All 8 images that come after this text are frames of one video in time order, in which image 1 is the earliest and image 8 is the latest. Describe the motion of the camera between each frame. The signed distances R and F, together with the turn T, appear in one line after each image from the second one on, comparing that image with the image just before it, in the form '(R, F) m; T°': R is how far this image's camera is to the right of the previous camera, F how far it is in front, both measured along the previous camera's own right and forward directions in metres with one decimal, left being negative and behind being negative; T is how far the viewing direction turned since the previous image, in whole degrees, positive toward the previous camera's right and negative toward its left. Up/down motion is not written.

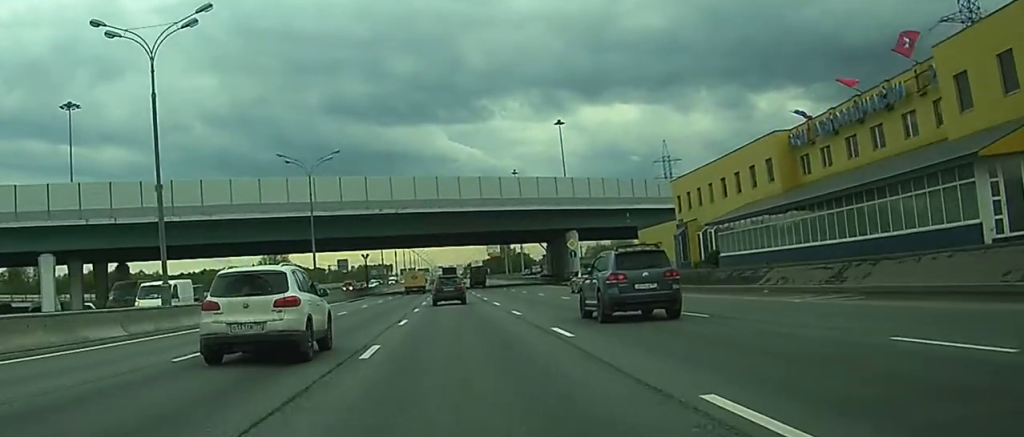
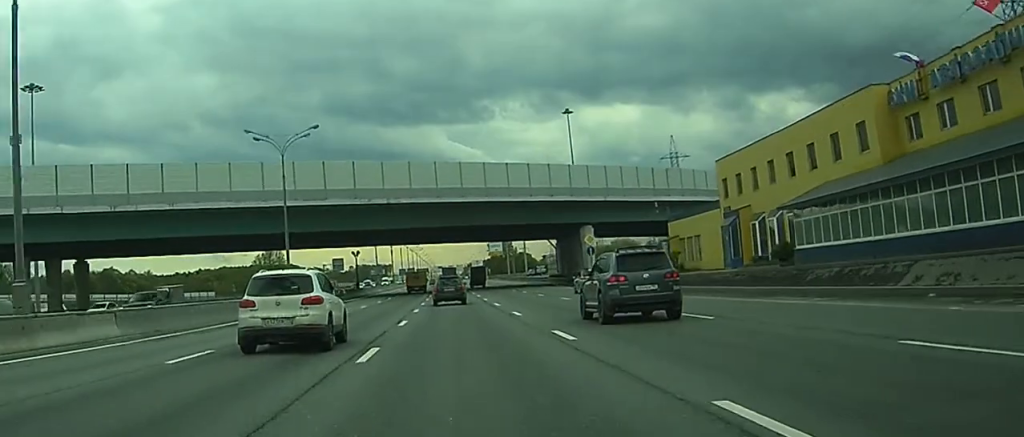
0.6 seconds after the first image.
(0.0, +12.7) m; 0°
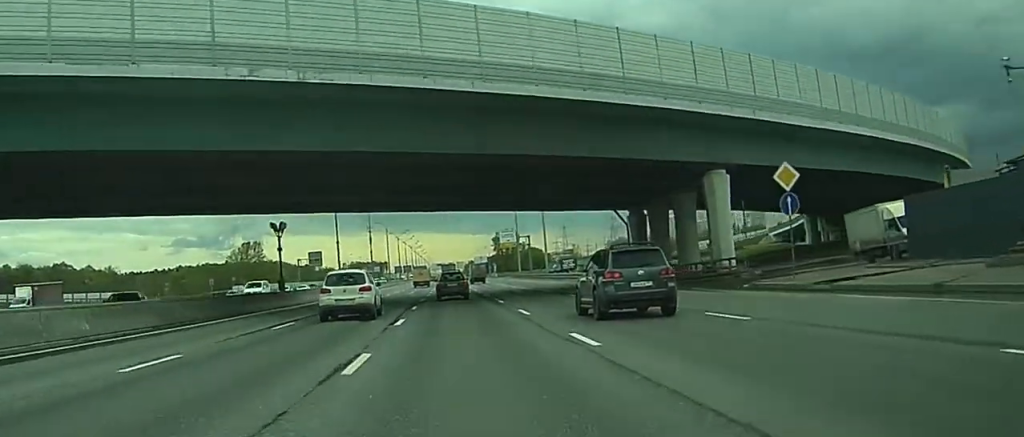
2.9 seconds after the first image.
(0.0, +51.8) m; 0°
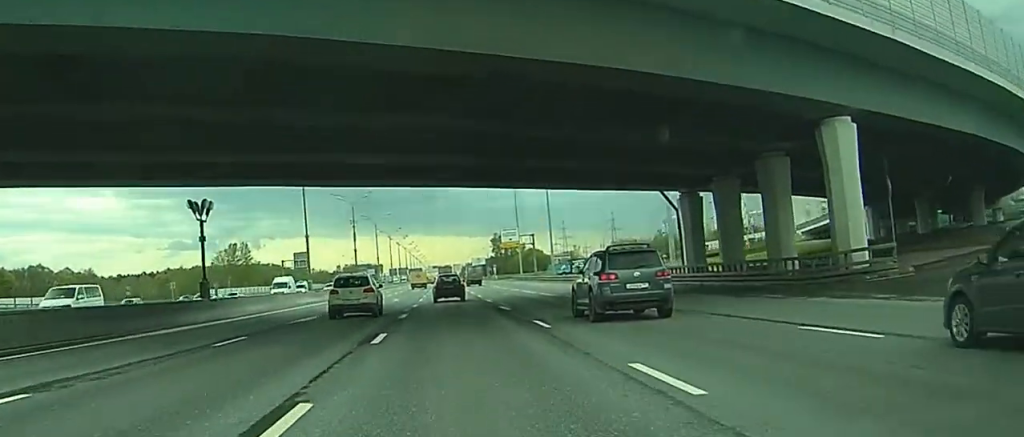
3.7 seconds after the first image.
(0.0, +18.4) m; -1°
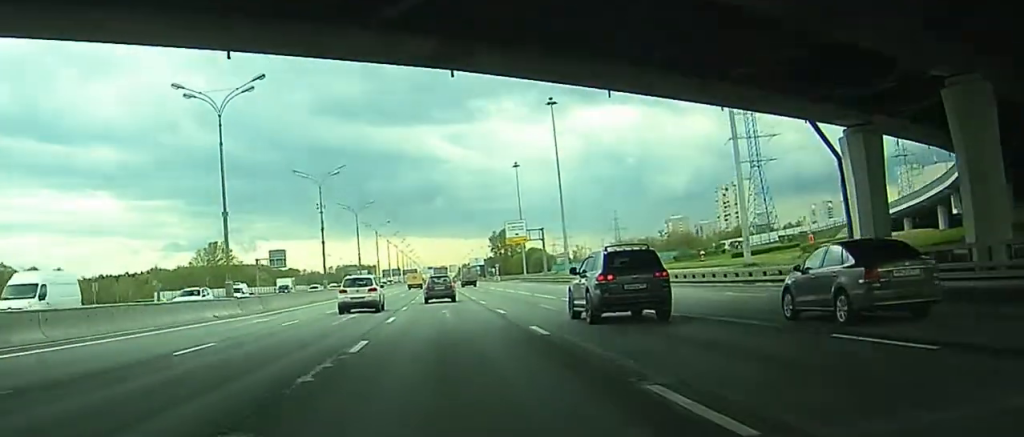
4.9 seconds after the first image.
(-0.1, +26.4) m; 0°
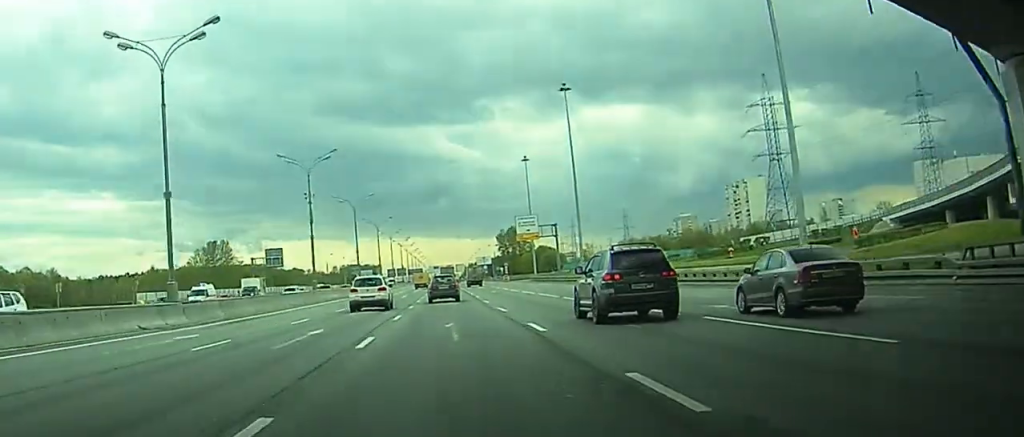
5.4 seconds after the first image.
(+0.2, +11.0) m; -1°
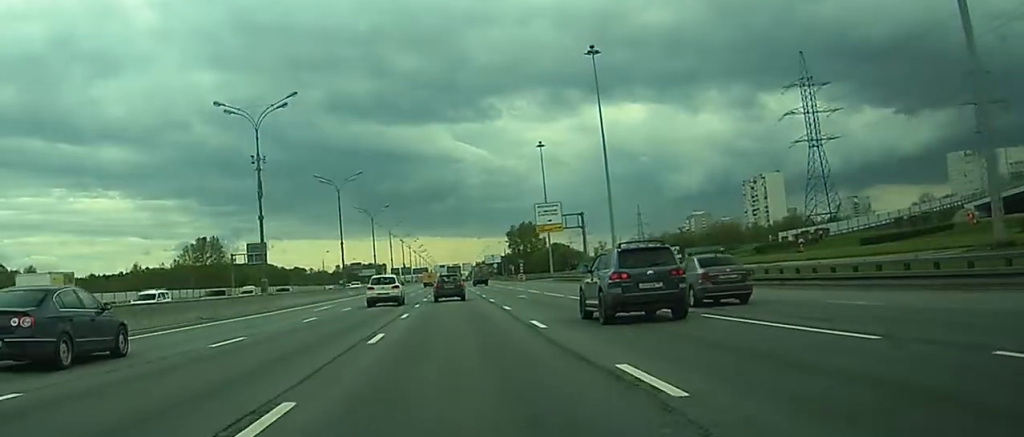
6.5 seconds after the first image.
(-0.5, +23.3) m; -2°
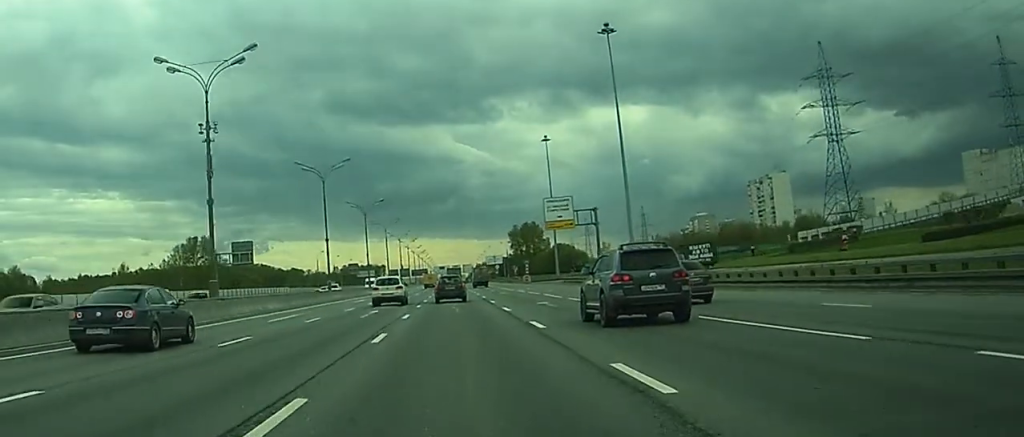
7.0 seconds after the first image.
(-0.1, +11.6) m; 0°
